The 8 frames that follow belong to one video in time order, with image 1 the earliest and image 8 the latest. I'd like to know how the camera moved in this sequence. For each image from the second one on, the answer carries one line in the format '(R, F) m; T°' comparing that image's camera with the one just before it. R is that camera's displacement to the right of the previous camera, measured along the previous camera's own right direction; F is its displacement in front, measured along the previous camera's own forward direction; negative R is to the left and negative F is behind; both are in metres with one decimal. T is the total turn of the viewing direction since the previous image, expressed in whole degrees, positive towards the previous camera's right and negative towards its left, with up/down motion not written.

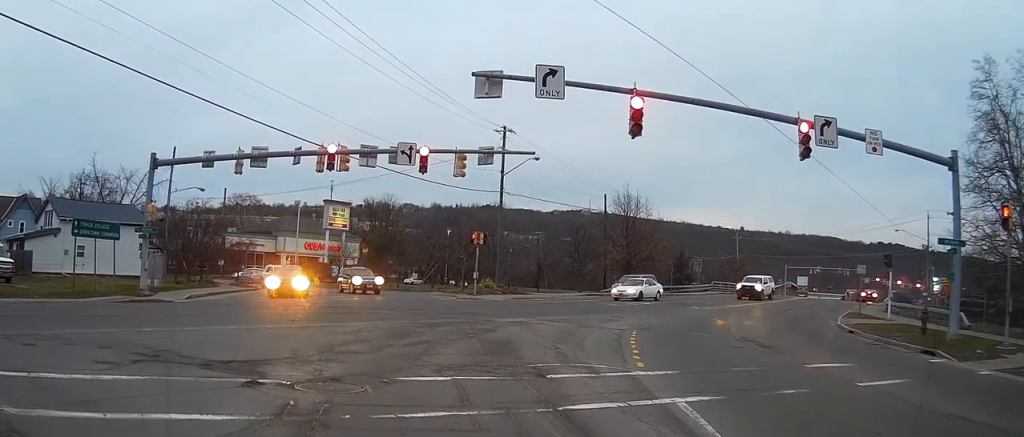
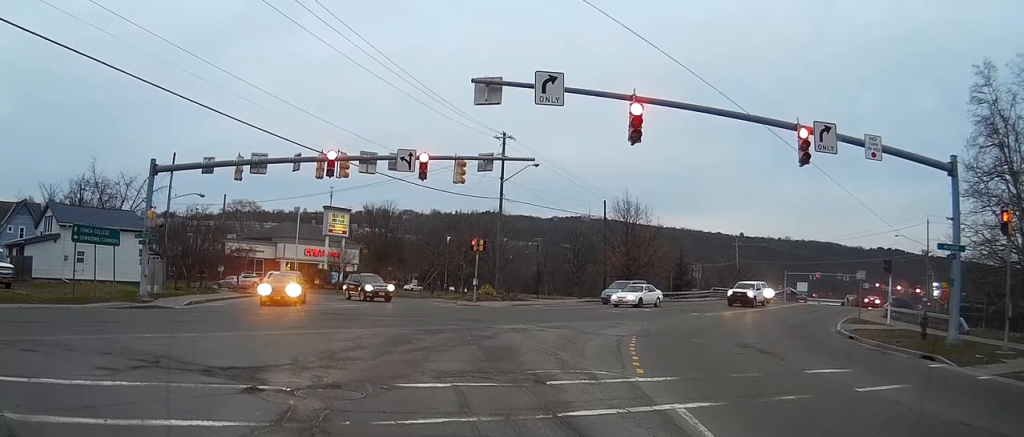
(+0.1, +0.4) m; 0°
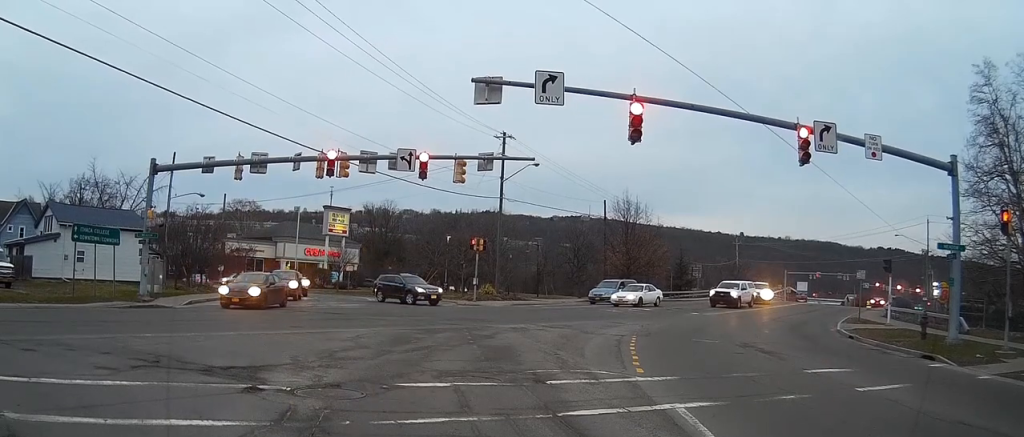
(+0.2, +0.8) m; 0°
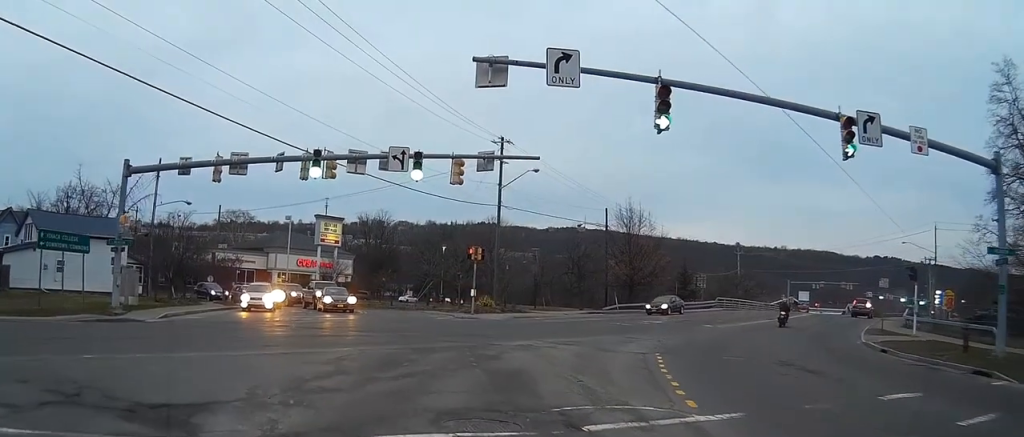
(+0.3, +2.4) m; +3°
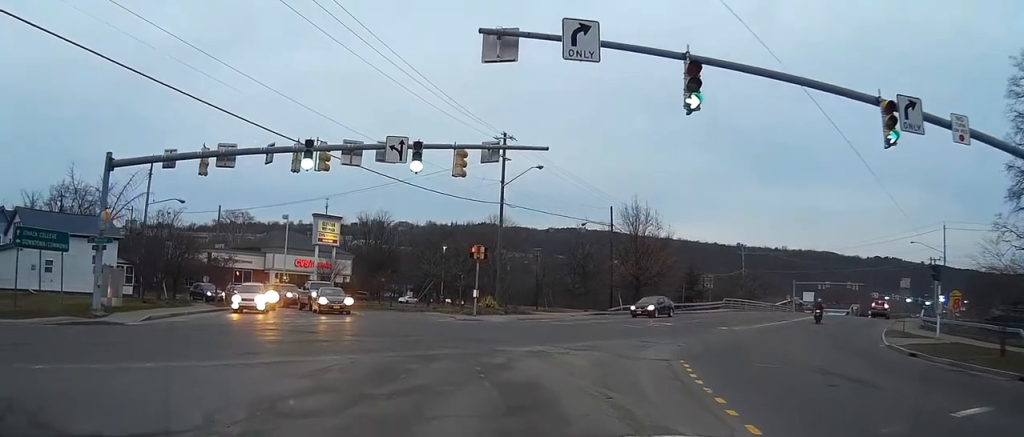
(0.0, +1.8) m; -1°
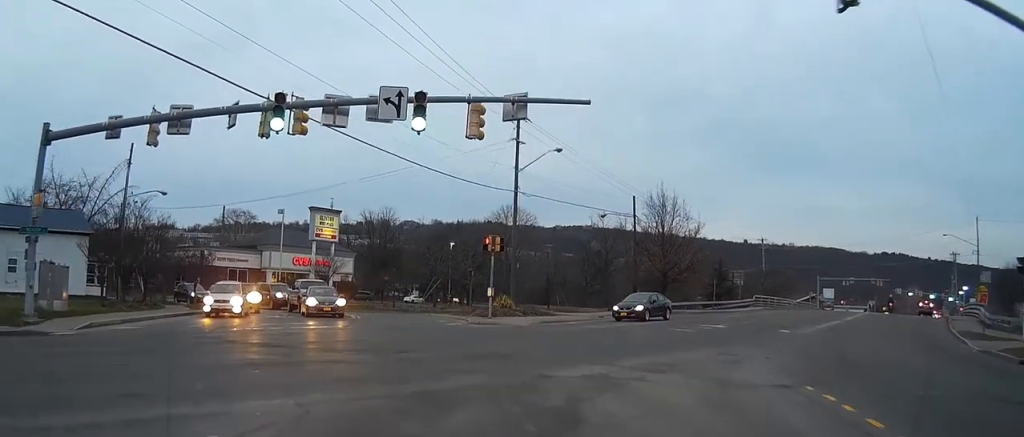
(-0.2, +5.6) m; -4°
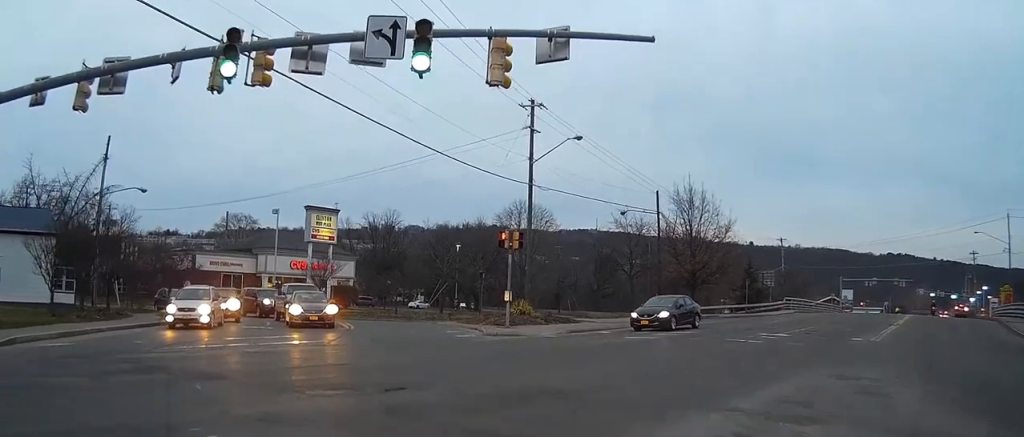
(-0.2, +5.4) m; -1°
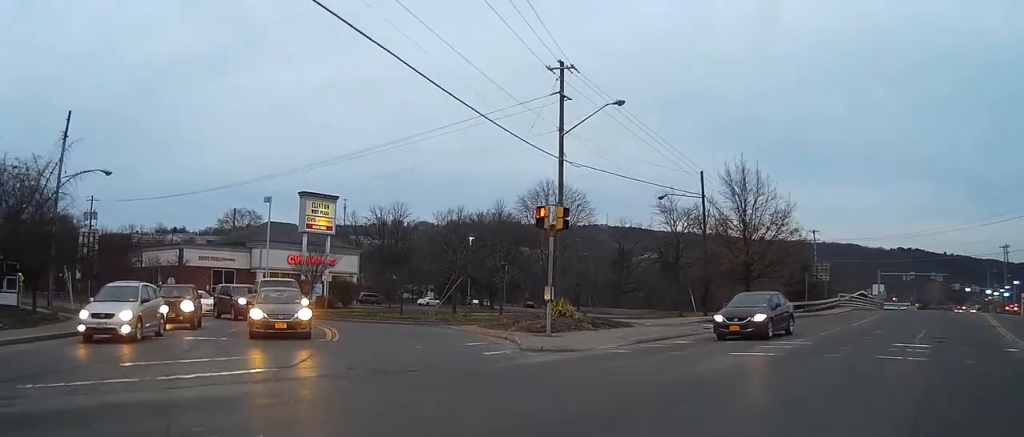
(+0.1, +8.1) m; 0°
